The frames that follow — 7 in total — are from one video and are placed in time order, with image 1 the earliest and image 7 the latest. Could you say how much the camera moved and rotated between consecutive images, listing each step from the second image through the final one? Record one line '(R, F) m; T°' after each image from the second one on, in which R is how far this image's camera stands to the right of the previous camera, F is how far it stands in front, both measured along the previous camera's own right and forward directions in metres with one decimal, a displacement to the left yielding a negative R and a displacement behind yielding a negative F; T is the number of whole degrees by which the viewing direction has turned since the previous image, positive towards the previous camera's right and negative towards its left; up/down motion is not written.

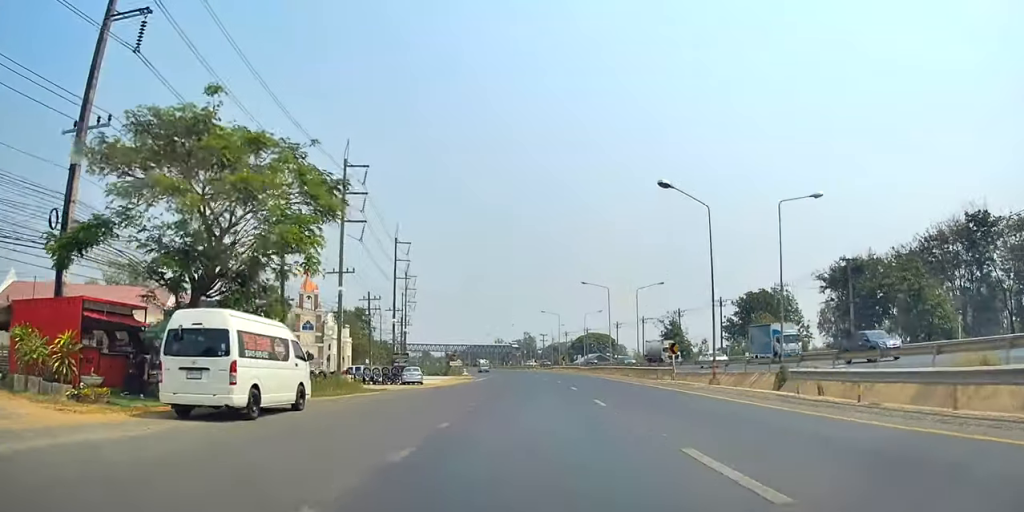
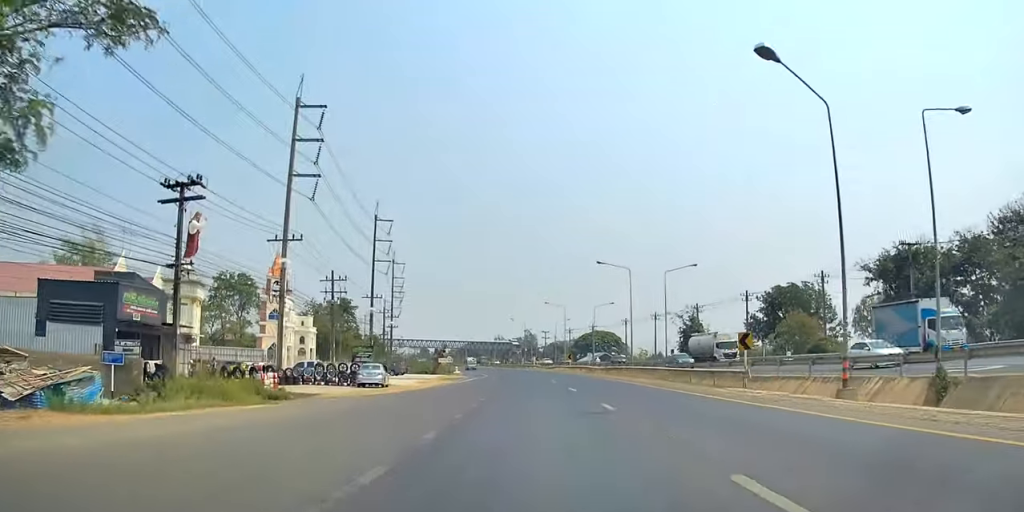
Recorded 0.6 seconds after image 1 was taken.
(+0.3, +13.6) m; -1°
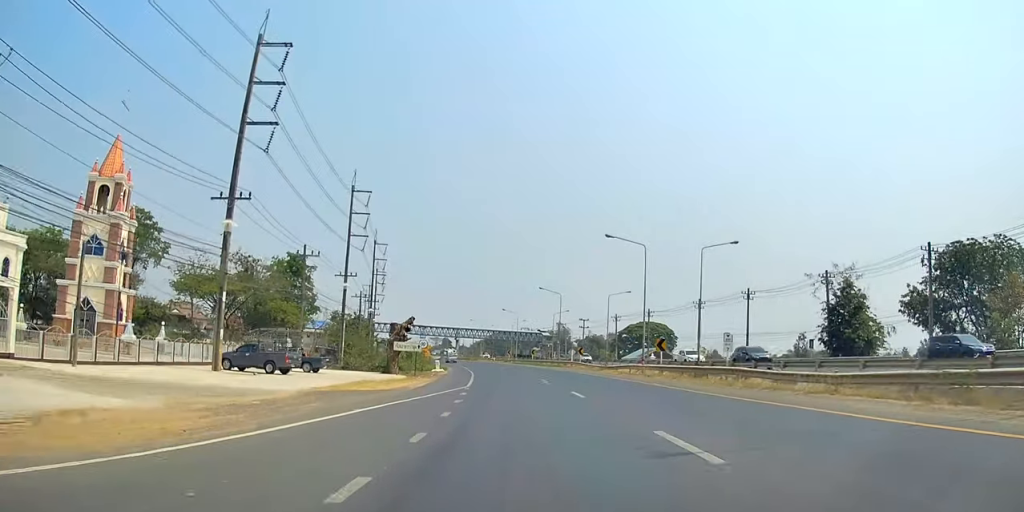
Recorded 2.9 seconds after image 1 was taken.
(-1.2, +46.1) m; -1°
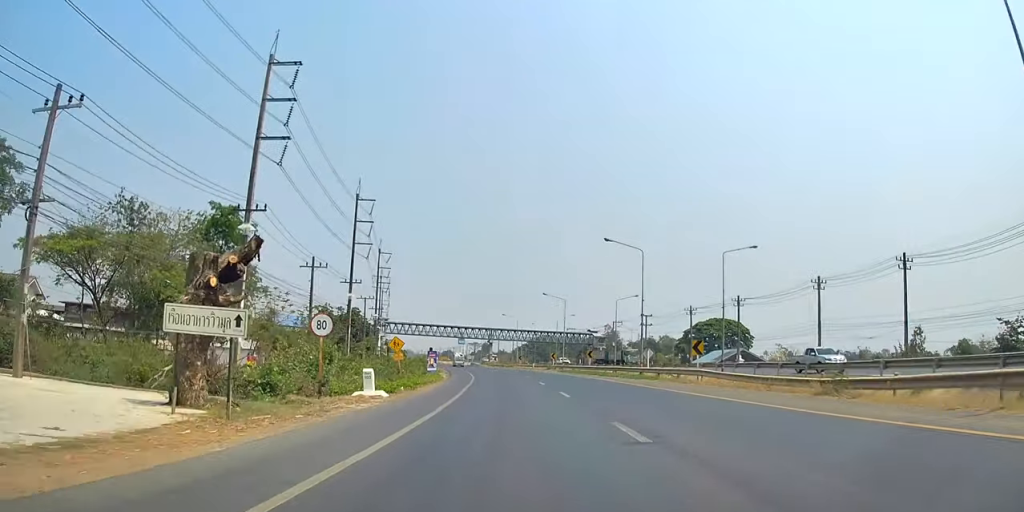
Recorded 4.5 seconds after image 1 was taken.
(-0.8, +34.3) m; -4°
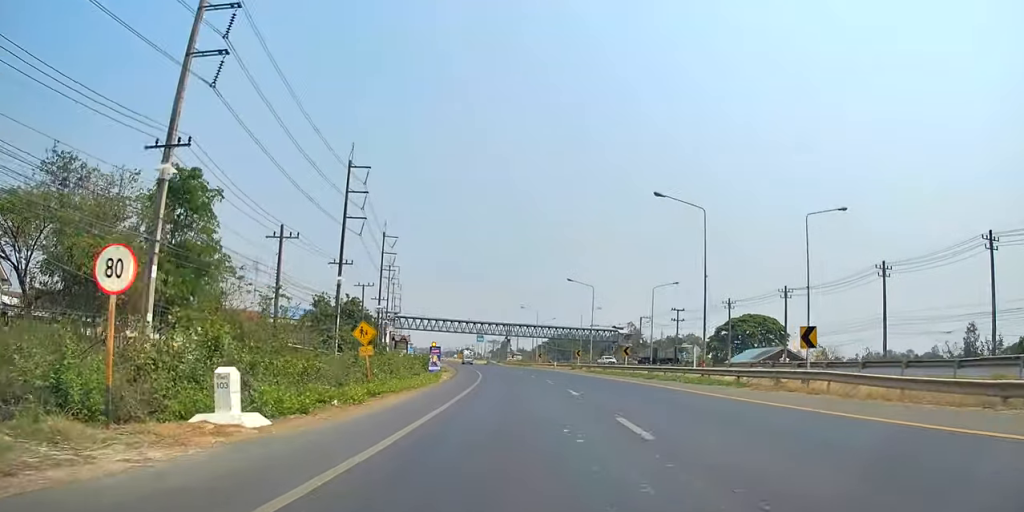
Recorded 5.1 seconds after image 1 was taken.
(-0.1, +12.7) m; -2°
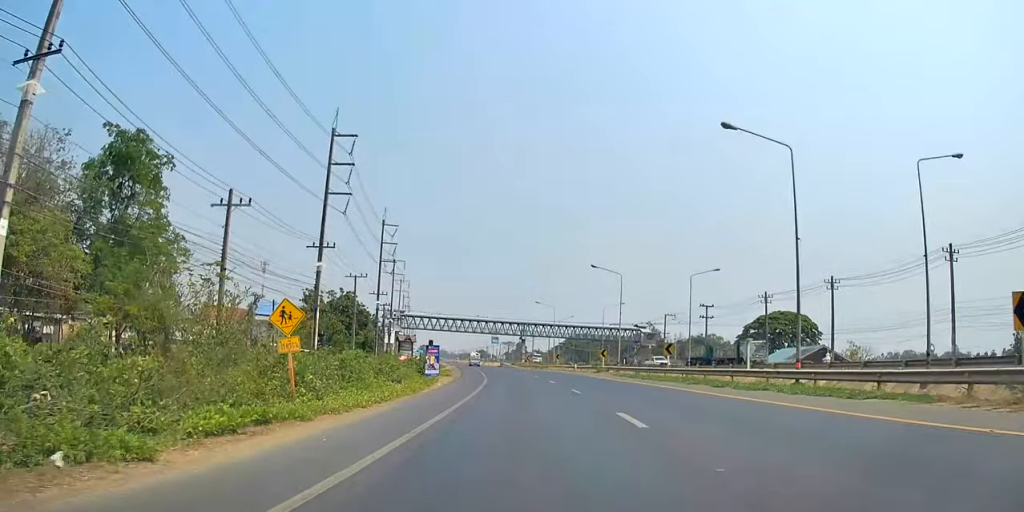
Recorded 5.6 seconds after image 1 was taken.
(-0.4, +10.1) m; 0°
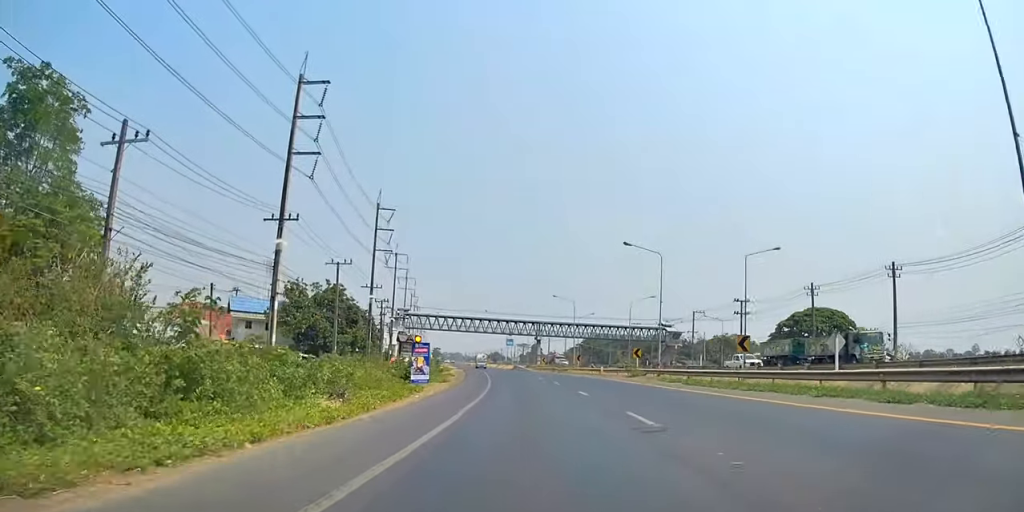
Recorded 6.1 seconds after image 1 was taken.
(-0.2, +12.6) m; -1°
